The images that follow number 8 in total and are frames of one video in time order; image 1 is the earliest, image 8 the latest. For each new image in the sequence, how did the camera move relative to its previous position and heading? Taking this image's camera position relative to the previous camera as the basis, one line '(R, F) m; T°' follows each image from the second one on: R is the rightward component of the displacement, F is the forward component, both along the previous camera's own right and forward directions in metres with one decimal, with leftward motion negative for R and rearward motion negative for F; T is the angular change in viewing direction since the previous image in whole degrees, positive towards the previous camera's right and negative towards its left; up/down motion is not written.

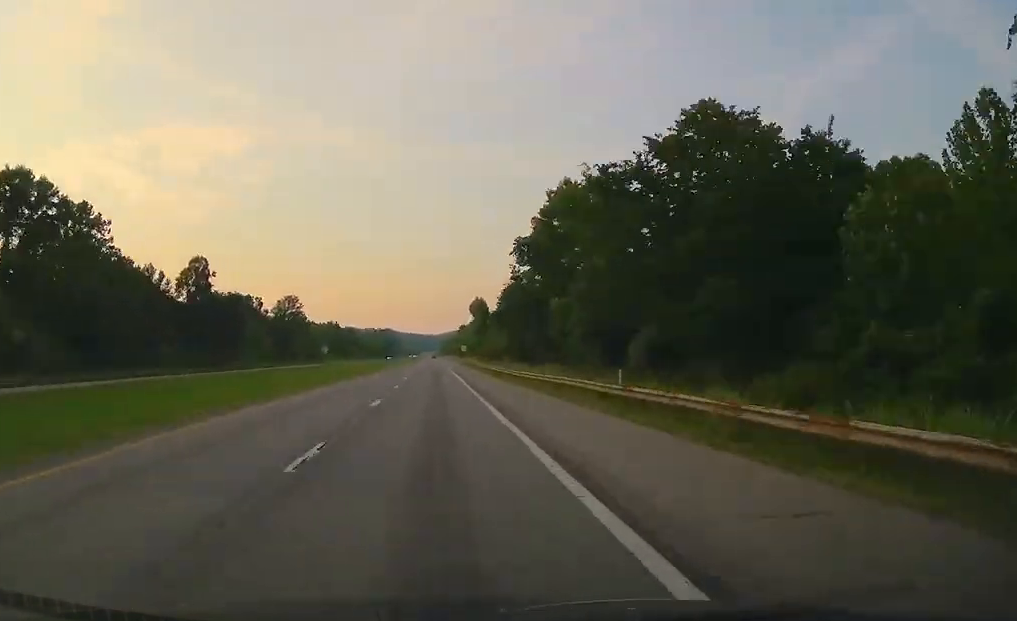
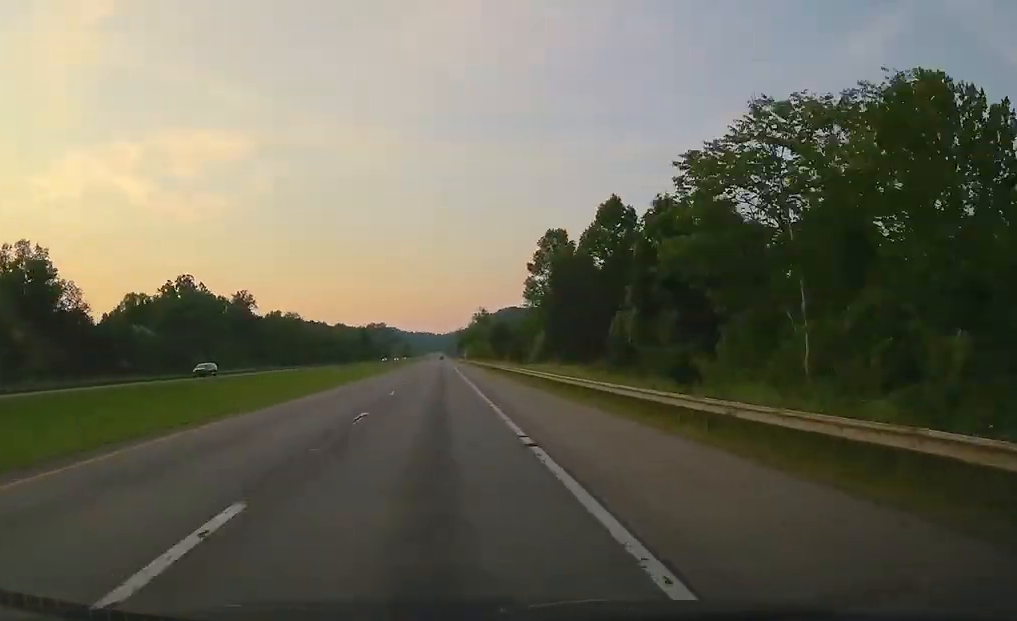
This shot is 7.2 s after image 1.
(-1.6, +251.3) m; 0°
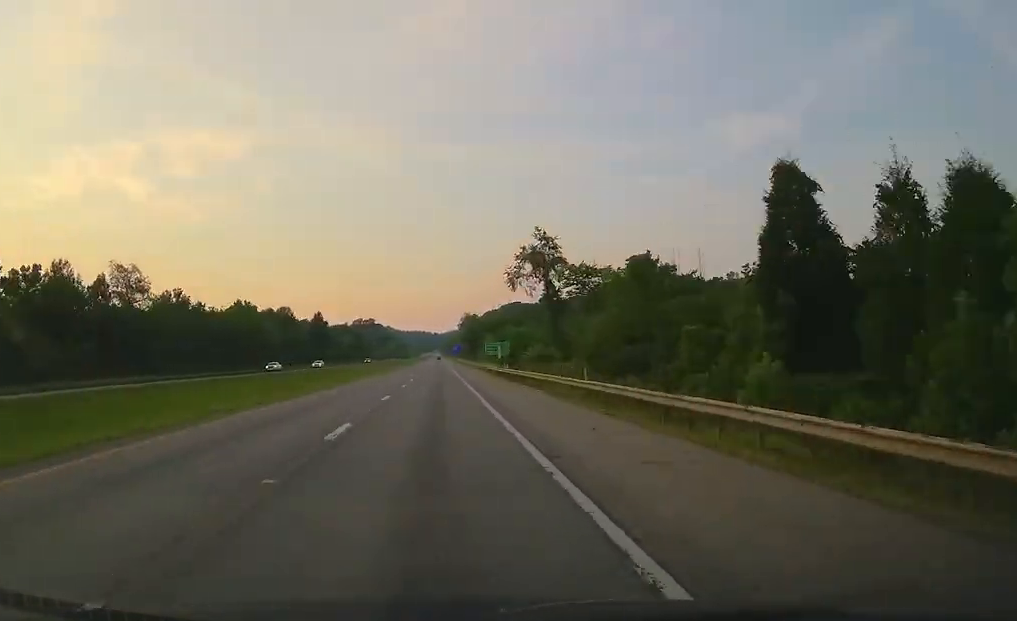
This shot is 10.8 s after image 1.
(-0.1, +126.4) m; 0°
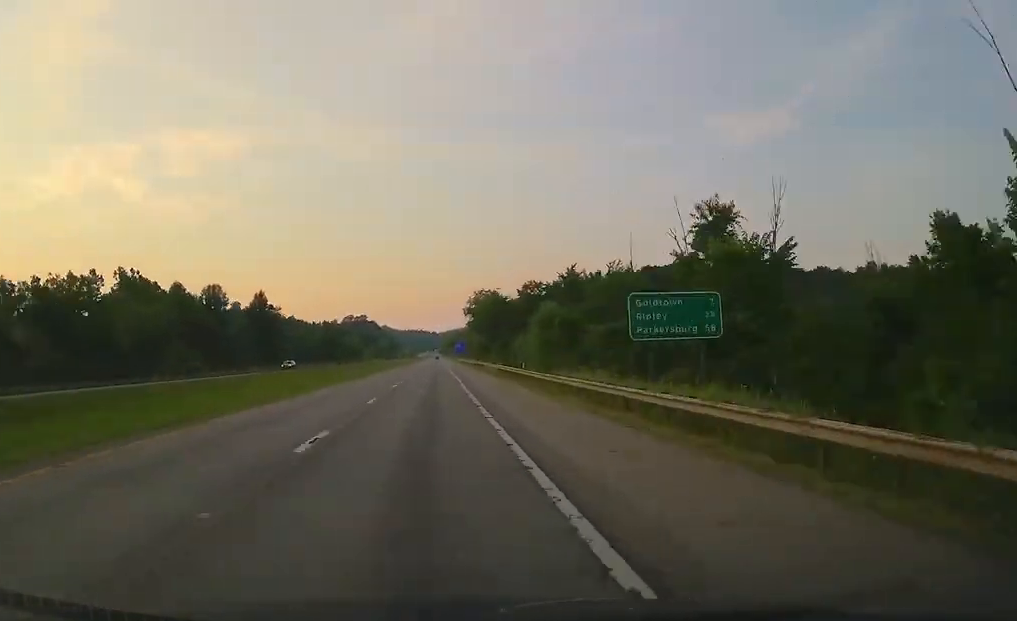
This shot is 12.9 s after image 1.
(+0.1, +75.6) m; 0°
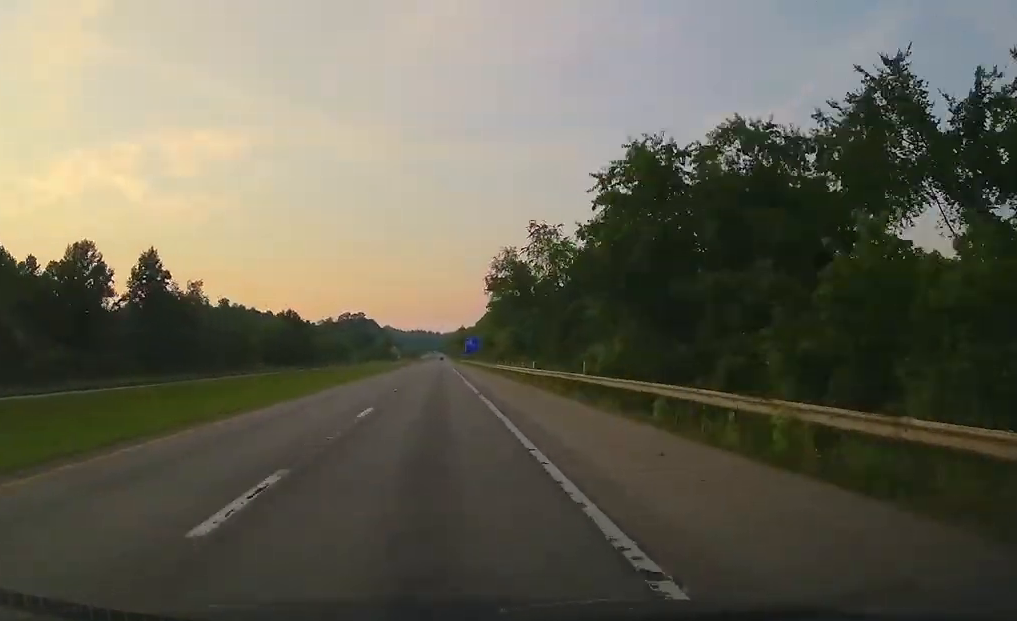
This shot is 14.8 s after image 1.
(0.0, +66.3) m; 0°
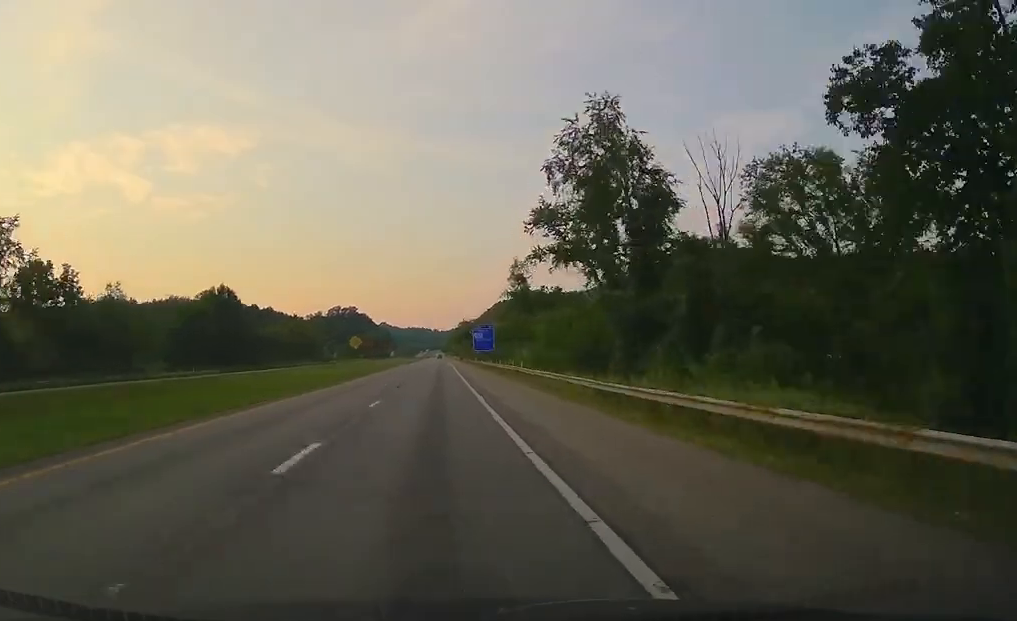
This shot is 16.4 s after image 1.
(0.0, +57.1) m; 0°
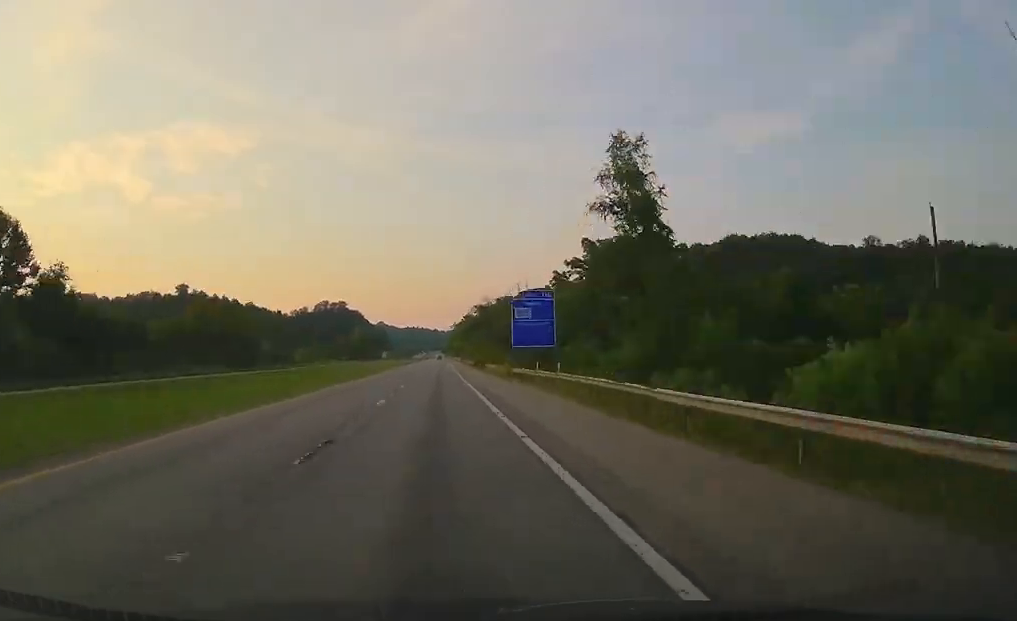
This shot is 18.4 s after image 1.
(0.0, +71.2) m; 0°
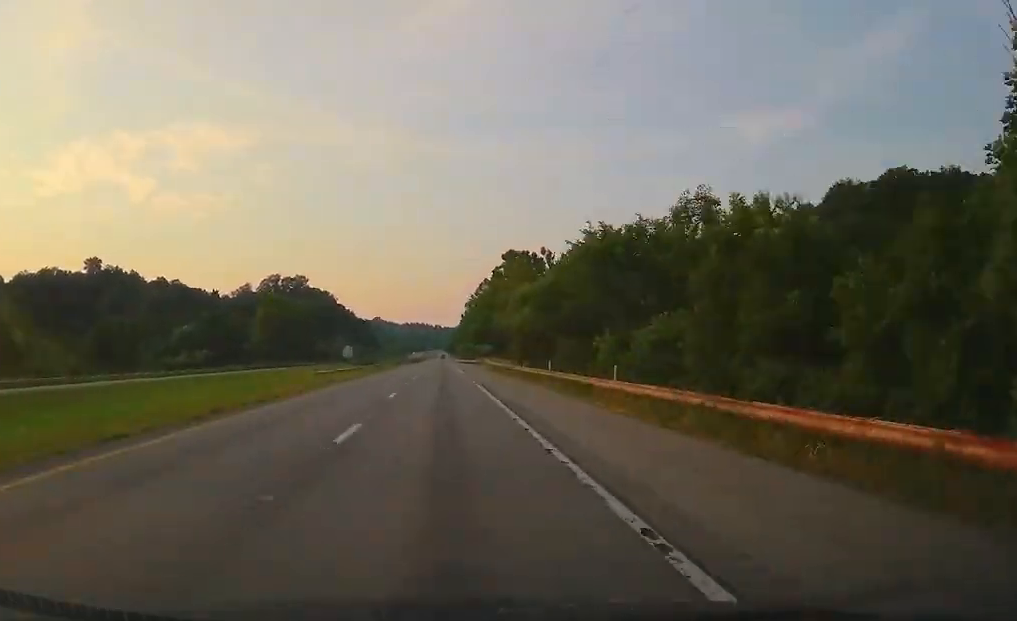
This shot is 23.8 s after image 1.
(-0.3, +189.6) m; 0°
